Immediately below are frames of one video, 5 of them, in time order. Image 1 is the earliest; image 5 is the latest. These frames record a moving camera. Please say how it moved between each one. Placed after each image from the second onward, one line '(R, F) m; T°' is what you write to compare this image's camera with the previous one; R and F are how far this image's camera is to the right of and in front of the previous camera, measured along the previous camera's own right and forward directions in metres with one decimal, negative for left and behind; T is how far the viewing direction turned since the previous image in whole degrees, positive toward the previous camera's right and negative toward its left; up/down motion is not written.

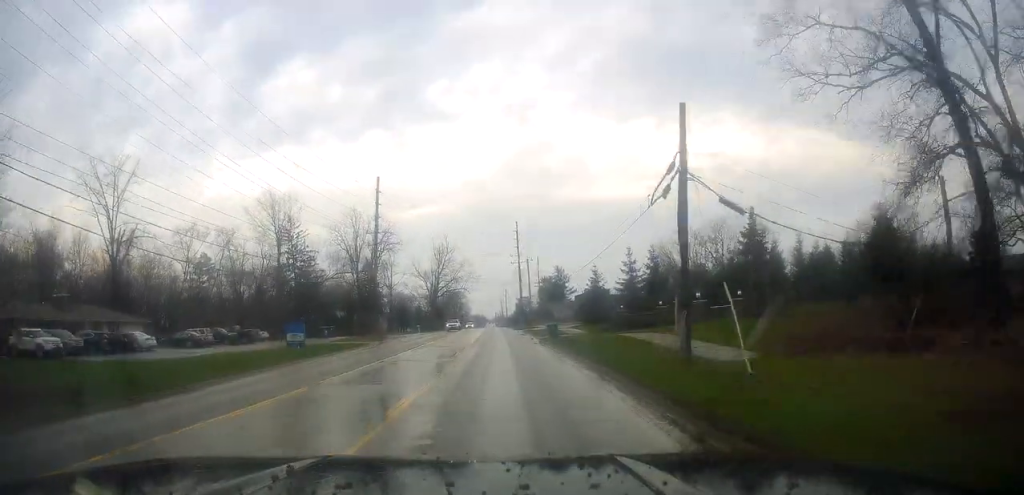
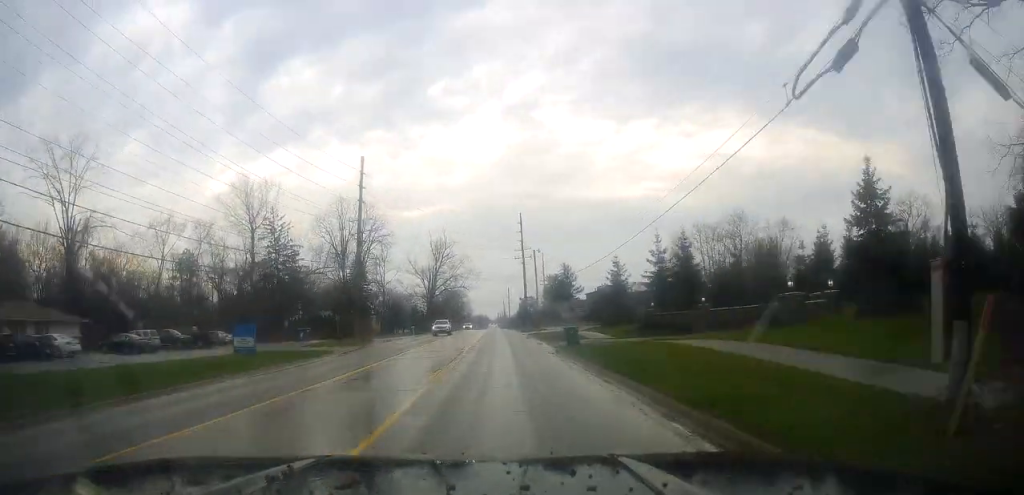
(-0.1, +10.4) m; 0°
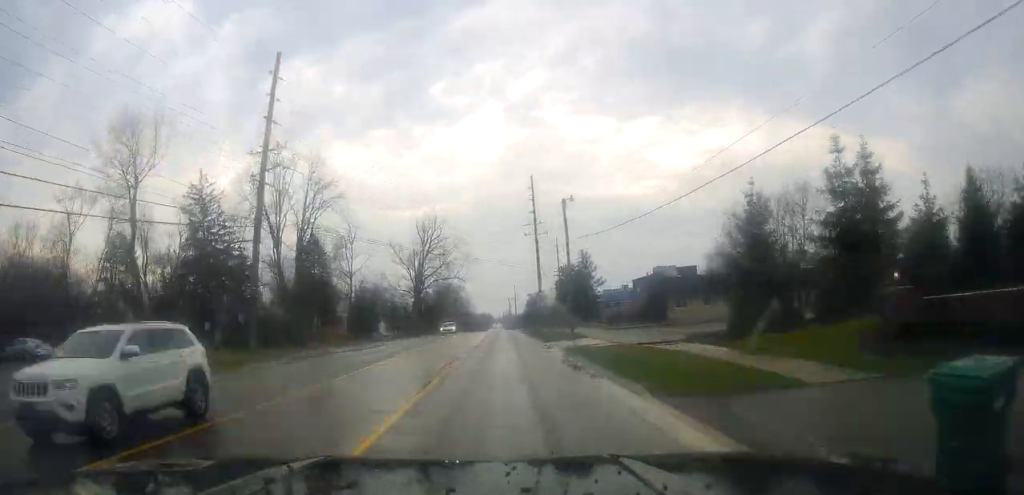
(+0.2, +28.4) m; +1°
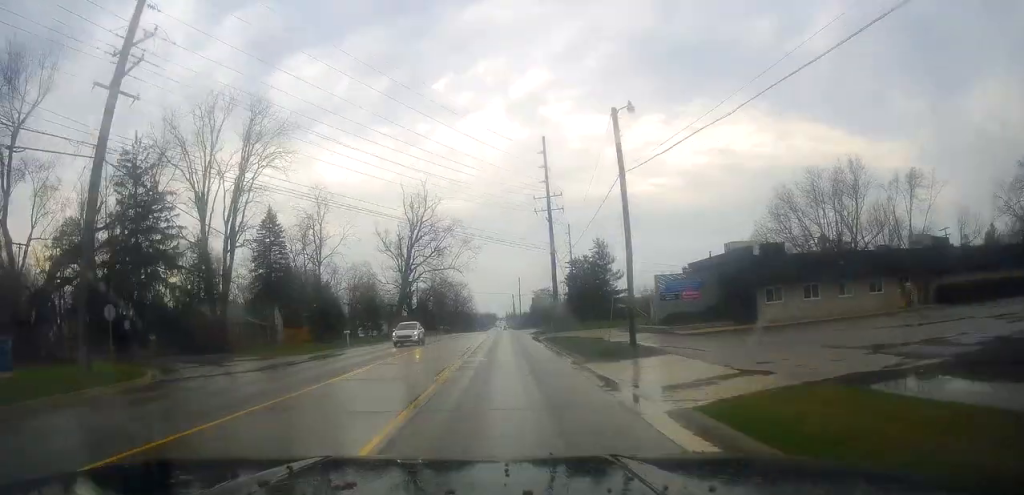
(0.0, +17.2) m; -2°
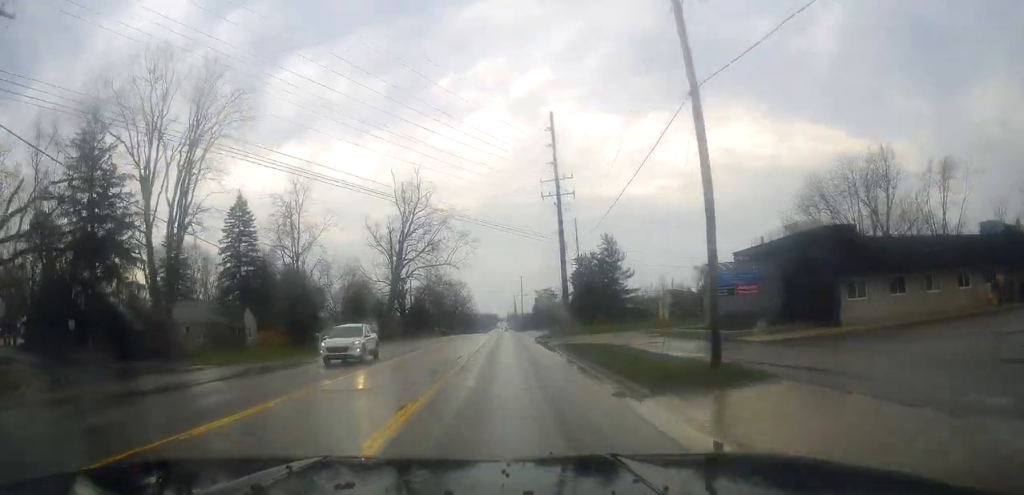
(-0.2, +8.5) m; 0°
